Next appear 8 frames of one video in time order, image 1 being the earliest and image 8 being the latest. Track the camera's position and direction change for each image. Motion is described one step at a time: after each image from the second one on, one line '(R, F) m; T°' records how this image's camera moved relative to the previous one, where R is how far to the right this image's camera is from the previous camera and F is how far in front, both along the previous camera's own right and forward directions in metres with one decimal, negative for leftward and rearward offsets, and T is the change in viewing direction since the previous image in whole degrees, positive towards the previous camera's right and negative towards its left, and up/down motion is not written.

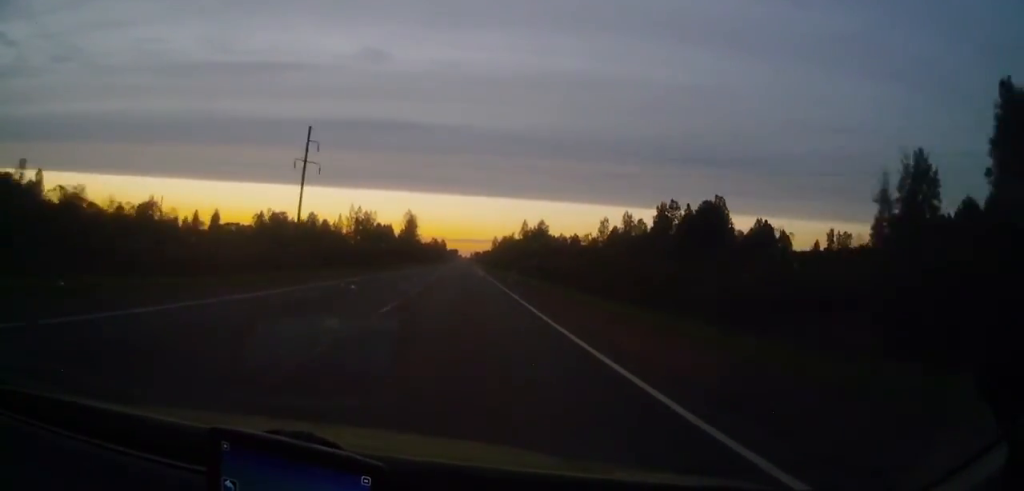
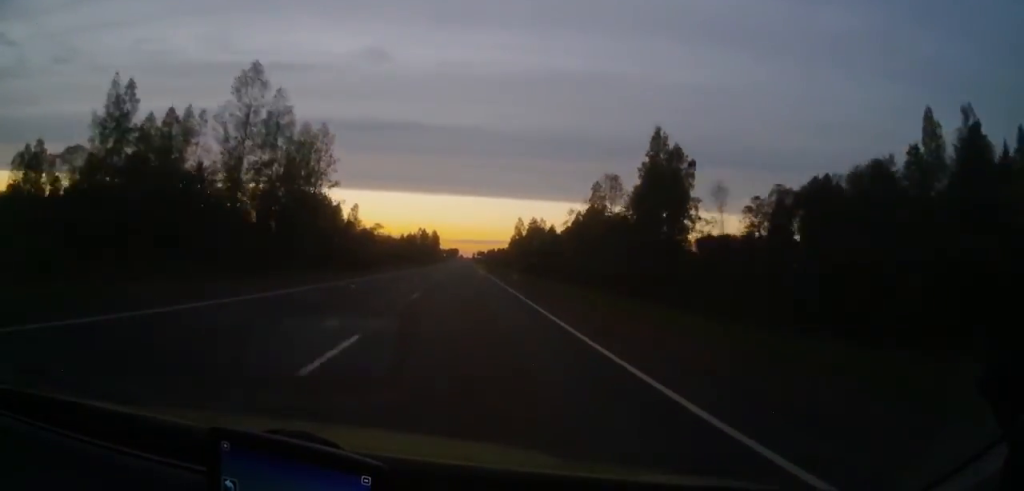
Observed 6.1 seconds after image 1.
(+0.6, +167.8) m; 0°
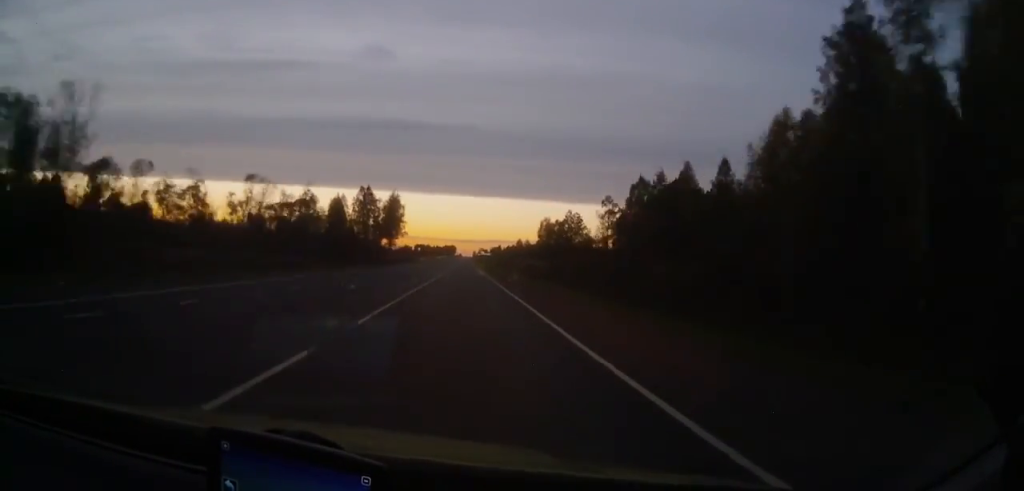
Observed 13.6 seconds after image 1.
(-0.2, +203.4) m; 0°
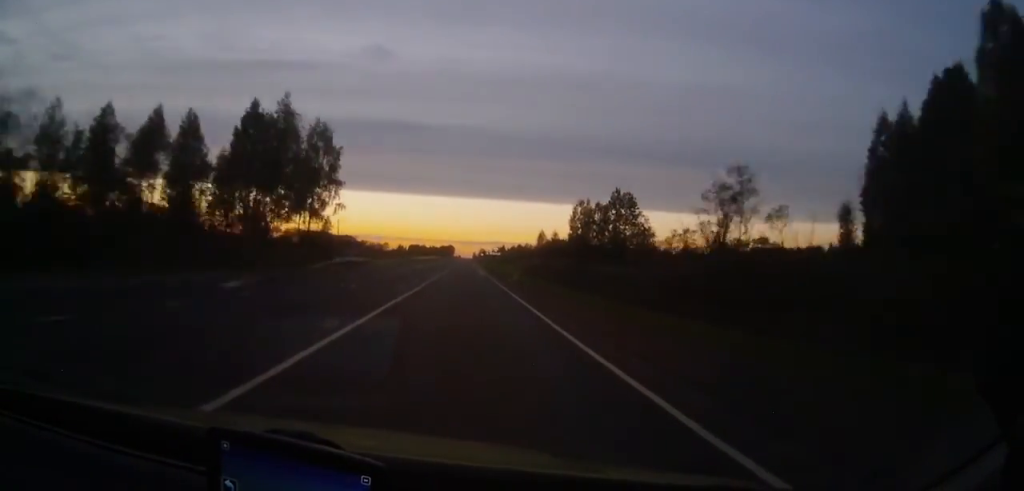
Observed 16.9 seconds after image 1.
(-0.2, +88.9) m; 0°
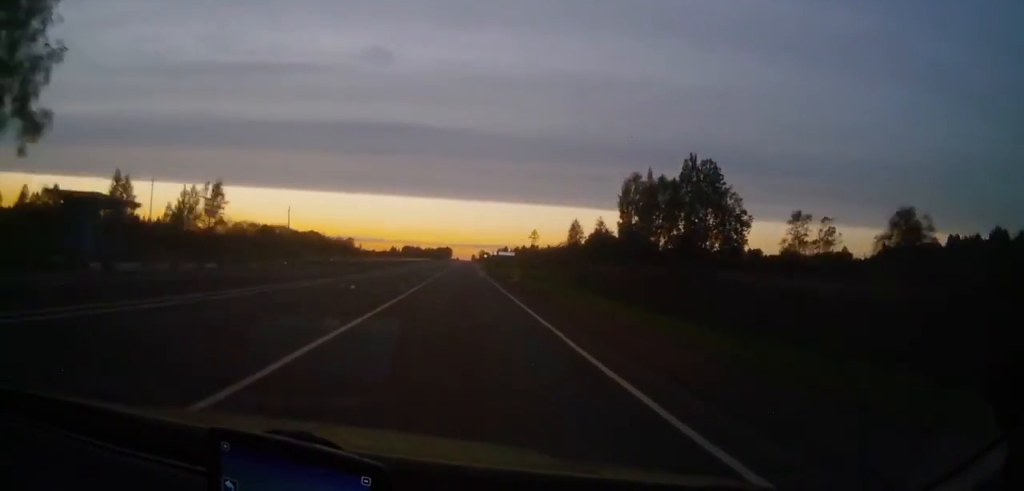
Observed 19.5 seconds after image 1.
(+0.1, +66.6) m; 0°
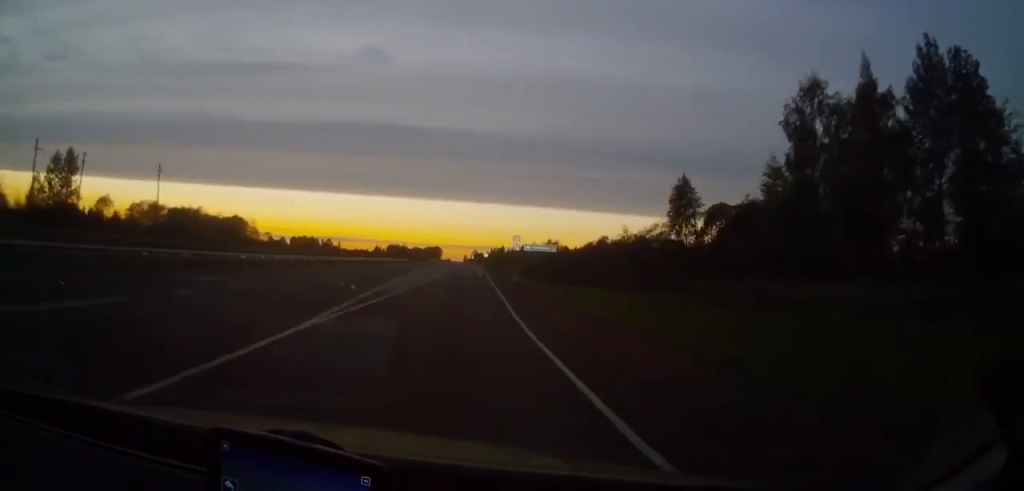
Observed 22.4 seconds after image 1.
(+0.2, +76.0) m; 0°
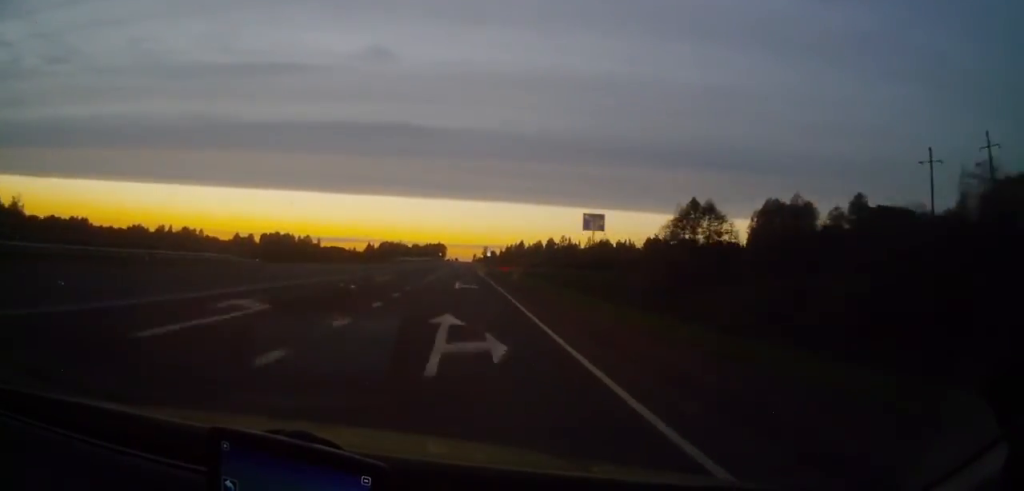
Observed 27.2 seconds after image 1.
(+0.1, +120.9) m; 0°
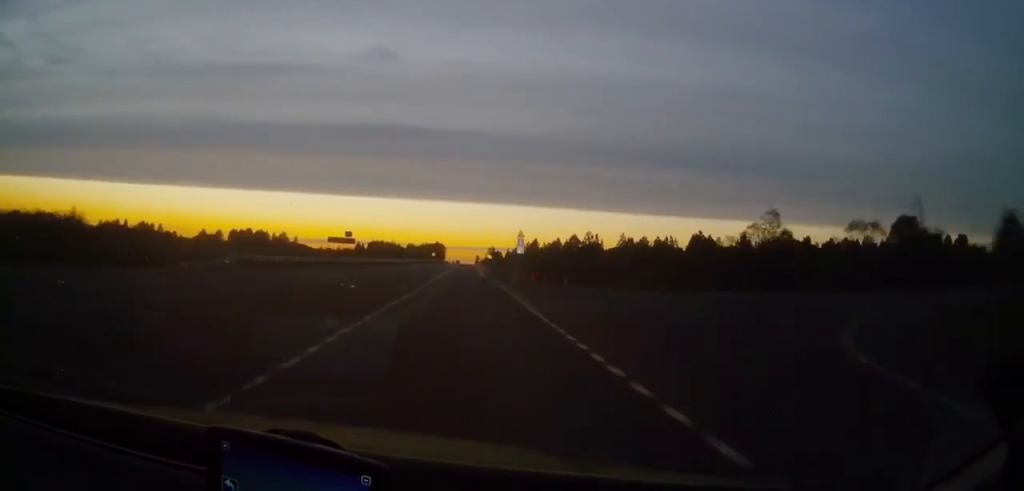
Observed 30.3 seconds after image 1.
(-0.3, +76.0) m; 0°
